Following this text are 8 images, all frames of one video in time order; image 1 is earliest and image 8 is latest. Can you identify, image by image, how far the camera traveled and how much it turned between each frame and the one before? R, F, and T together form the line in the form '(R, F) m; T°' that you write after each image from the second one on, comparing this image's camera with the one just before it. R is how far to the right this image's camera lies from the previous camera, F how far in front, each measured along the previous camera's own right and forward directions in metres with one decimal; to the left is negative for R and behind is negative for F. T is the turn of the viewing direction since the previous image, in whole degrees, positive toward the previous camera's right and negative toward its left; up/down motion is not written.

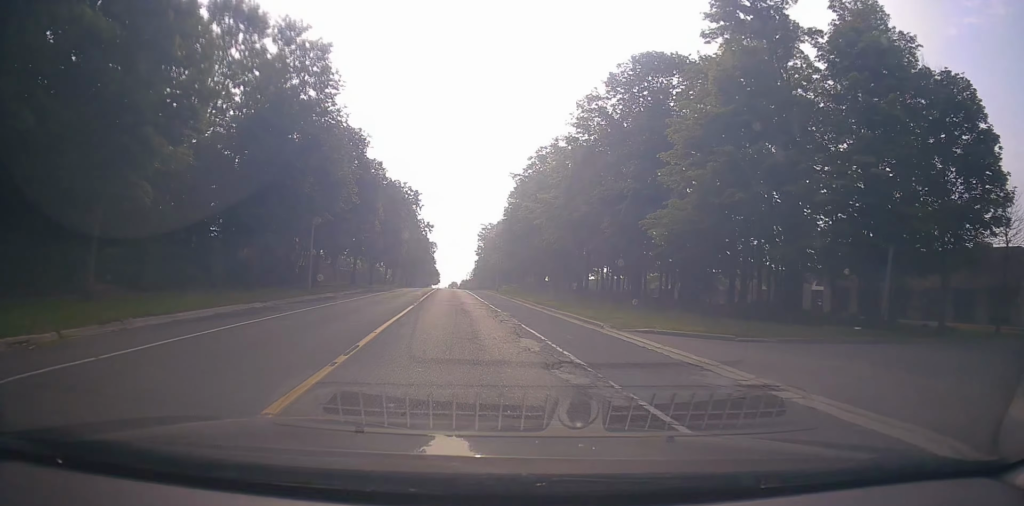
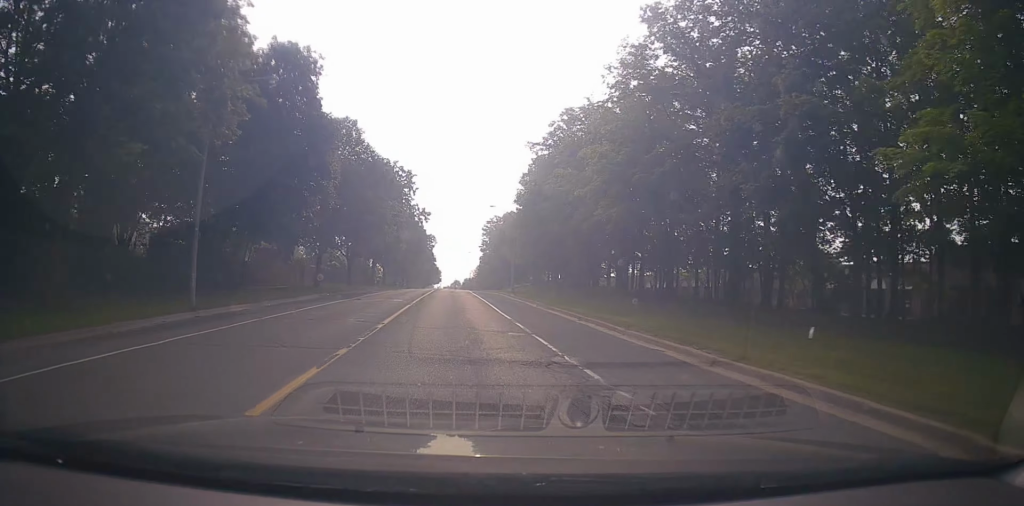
(-0.2, +16.3) m; -3°
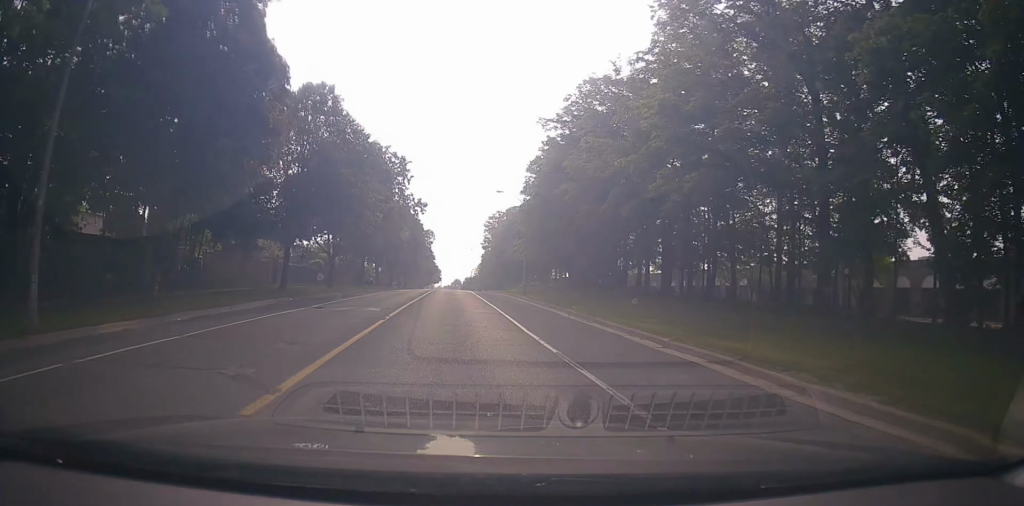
(-0.2, +8.5) m; 0°
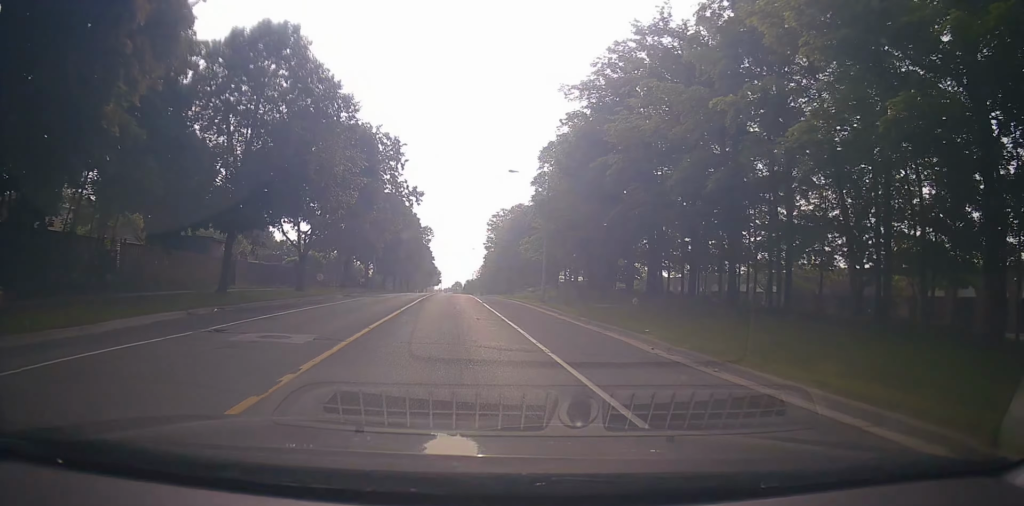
(-0.3, +9.4) m; +2°
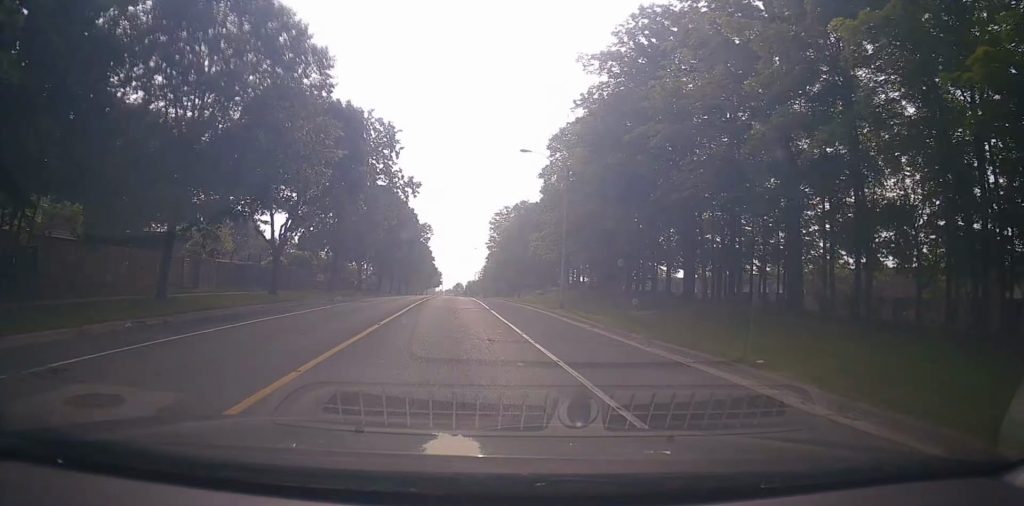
(+0.5, +5.9) m; 0°
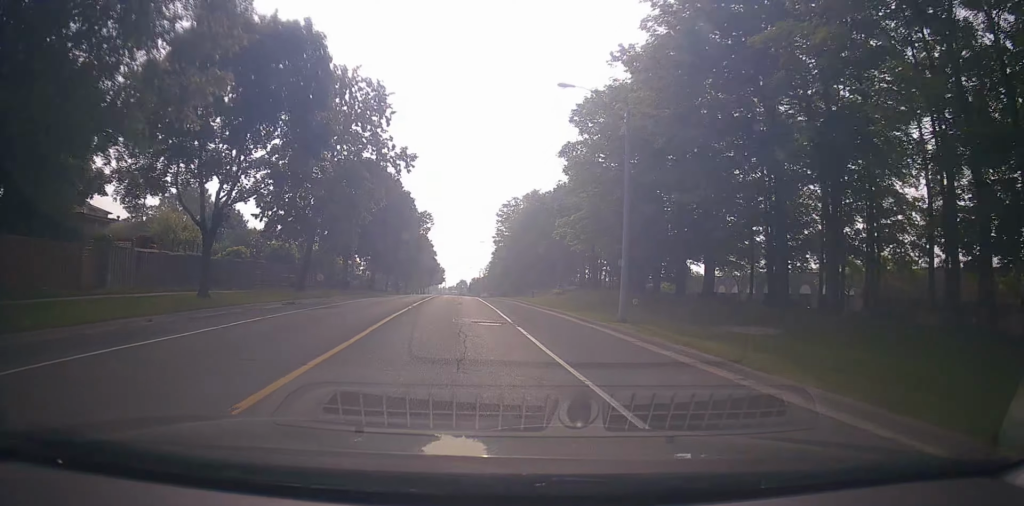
(+0.3, +10.0) m; 0°
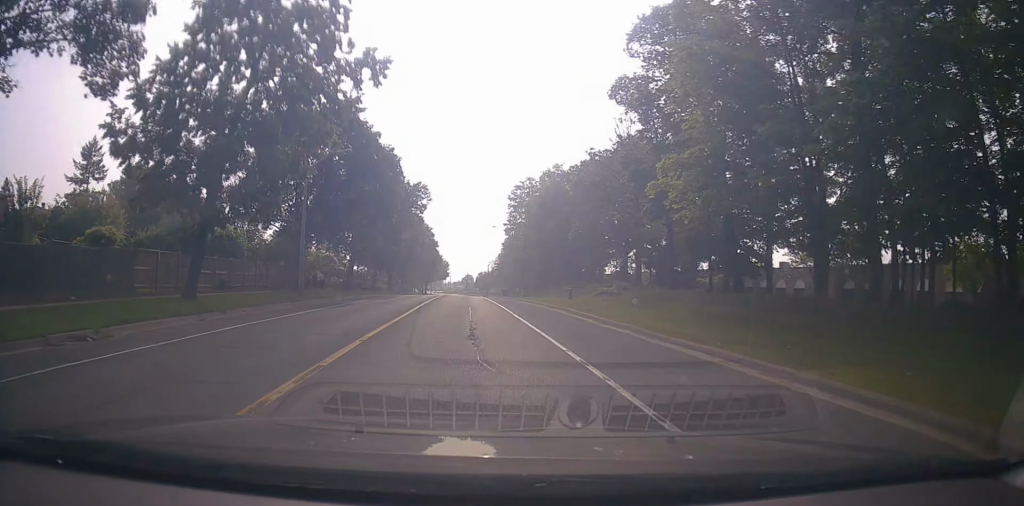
(-0.3, +17.3) m; 0°
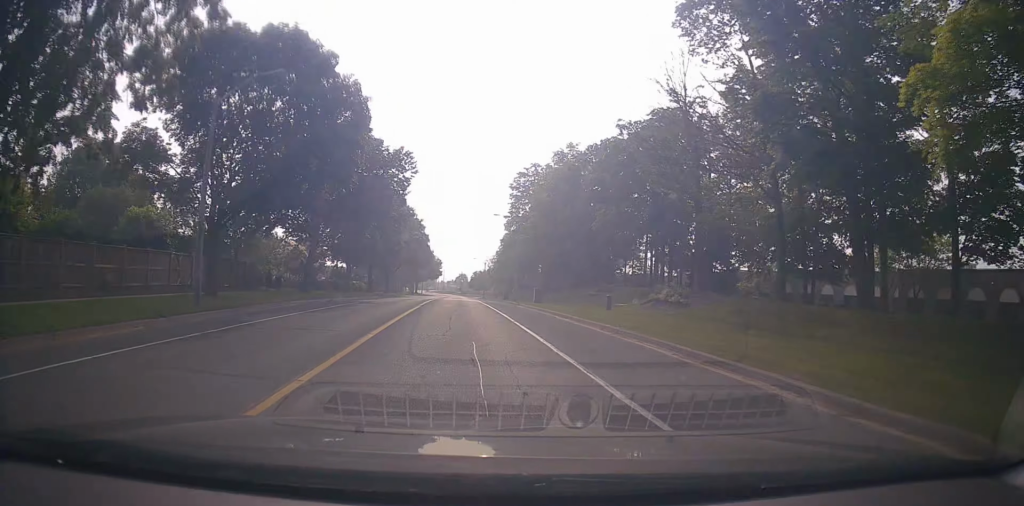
(+0.1, +12.8) m; -1°
